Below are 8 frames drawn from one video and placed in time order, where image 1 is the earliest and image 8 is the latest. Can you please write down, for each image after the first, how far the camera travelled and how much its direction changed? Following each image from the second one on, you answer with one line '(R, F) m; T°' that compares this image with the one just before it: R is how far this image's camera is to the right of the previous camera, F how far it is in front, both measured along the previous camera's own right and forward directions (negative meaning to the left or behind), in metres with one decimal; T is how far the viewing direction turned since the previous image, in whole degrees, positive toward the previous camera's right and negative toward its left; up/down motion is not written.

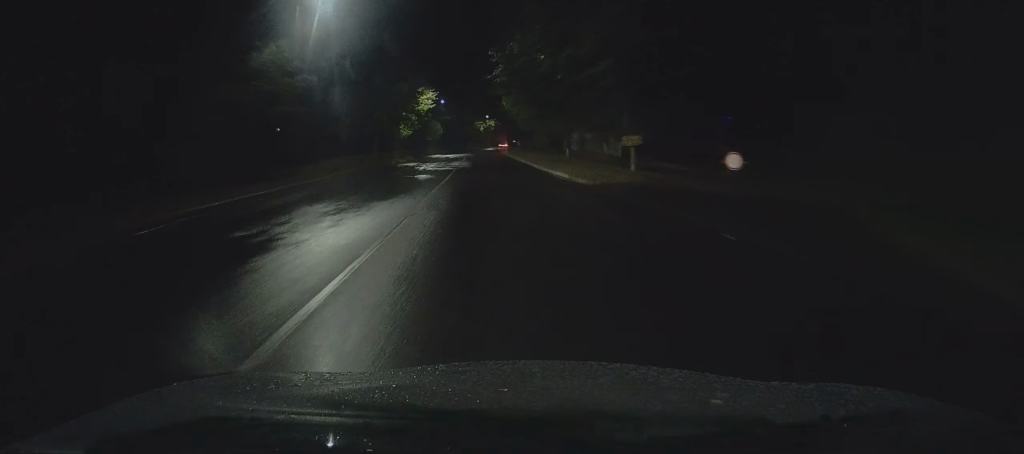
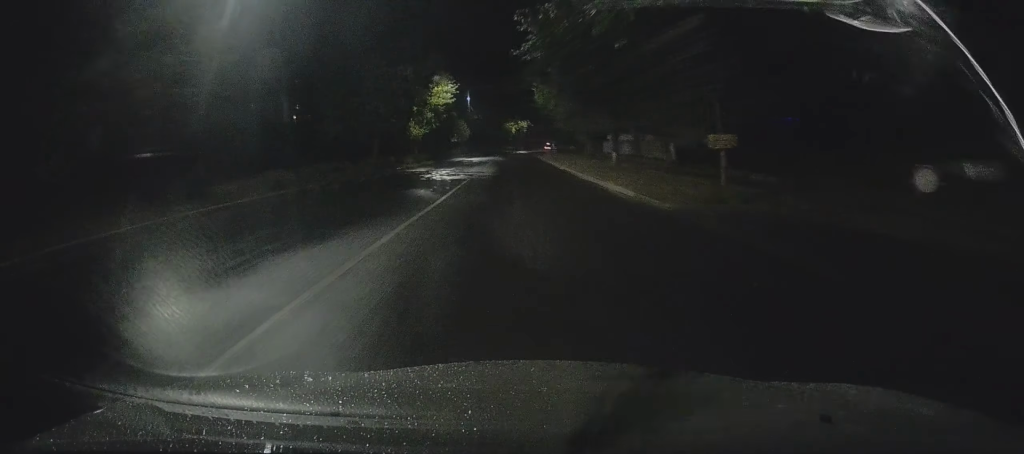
(-0.1, +10.3) m; -2°
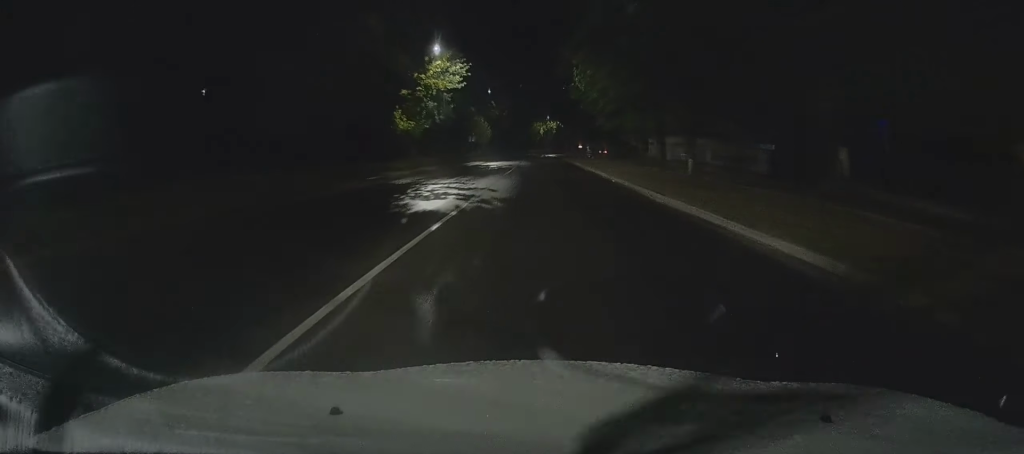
(-0.5, +14.6) m; -4°
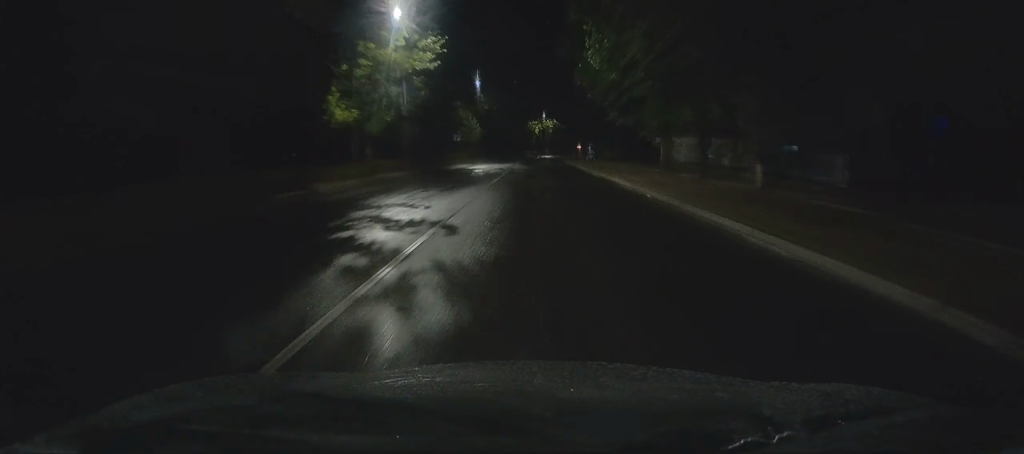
(-0.4, +10.3) m; -2°
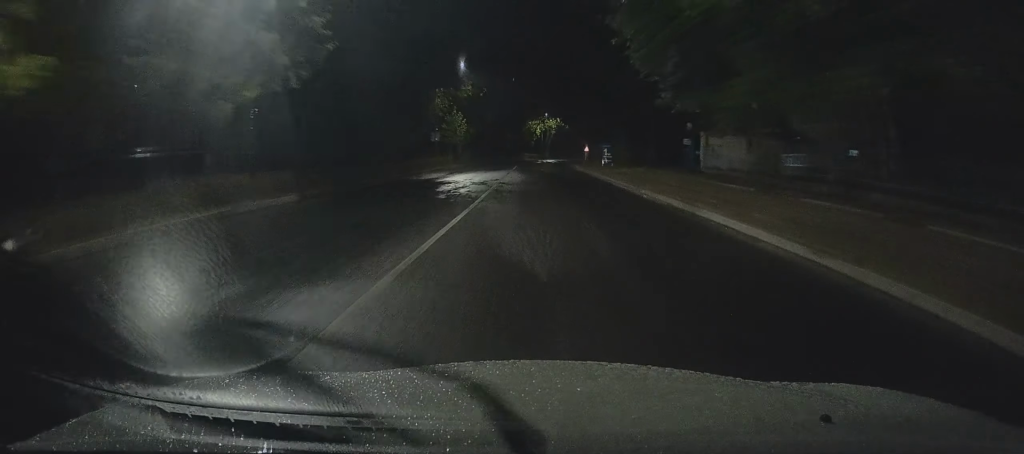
(-0.3, +16.2) m; +1°
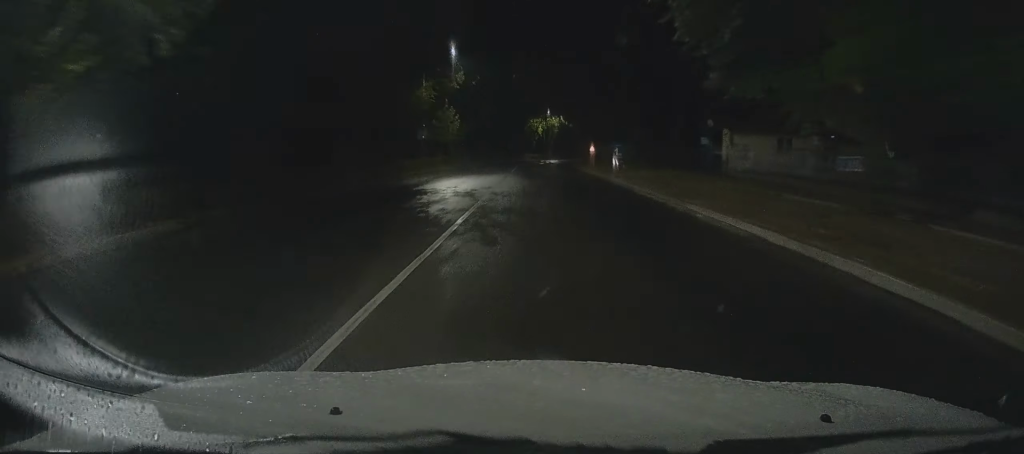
(0.0, +7.0) m; +1°
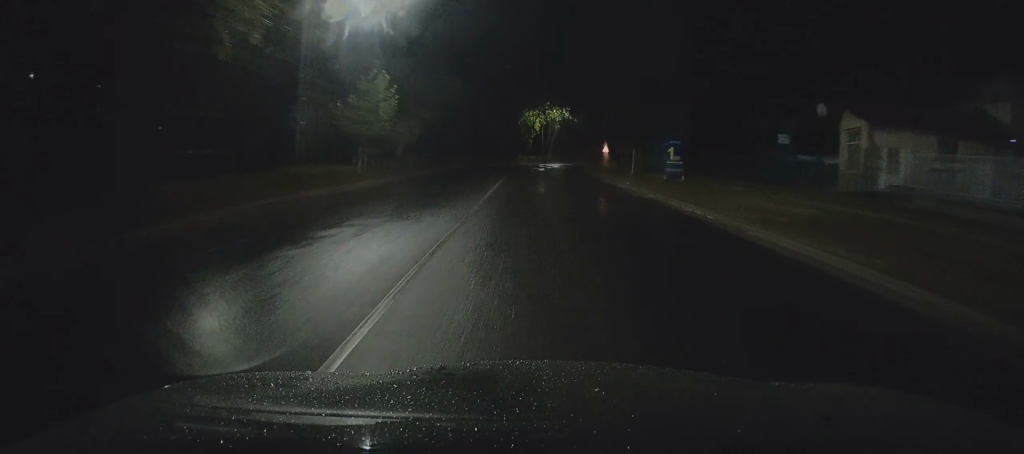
(+0.9, +23.2) m; +2°
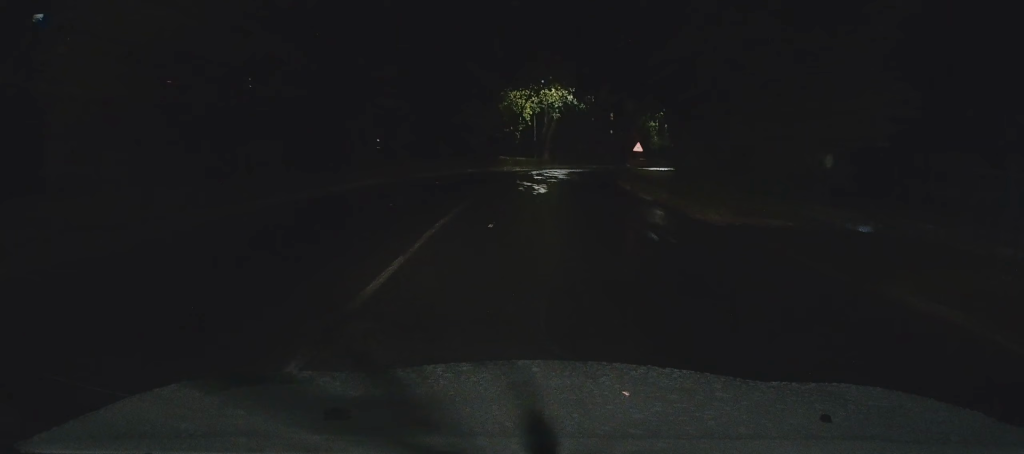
(-0.4, +28.7) m; +1°
